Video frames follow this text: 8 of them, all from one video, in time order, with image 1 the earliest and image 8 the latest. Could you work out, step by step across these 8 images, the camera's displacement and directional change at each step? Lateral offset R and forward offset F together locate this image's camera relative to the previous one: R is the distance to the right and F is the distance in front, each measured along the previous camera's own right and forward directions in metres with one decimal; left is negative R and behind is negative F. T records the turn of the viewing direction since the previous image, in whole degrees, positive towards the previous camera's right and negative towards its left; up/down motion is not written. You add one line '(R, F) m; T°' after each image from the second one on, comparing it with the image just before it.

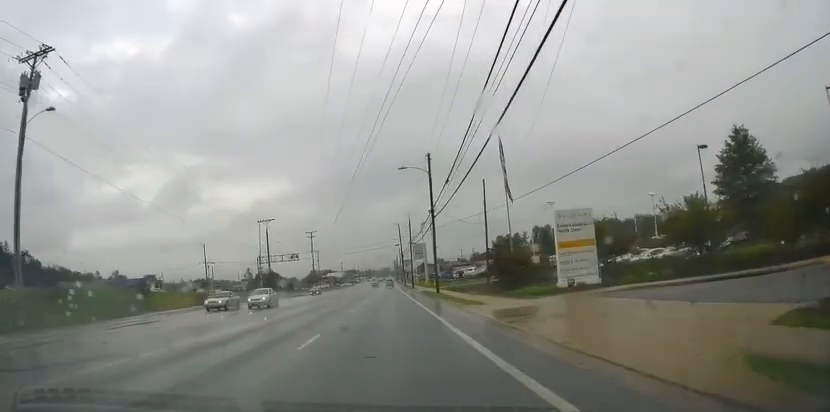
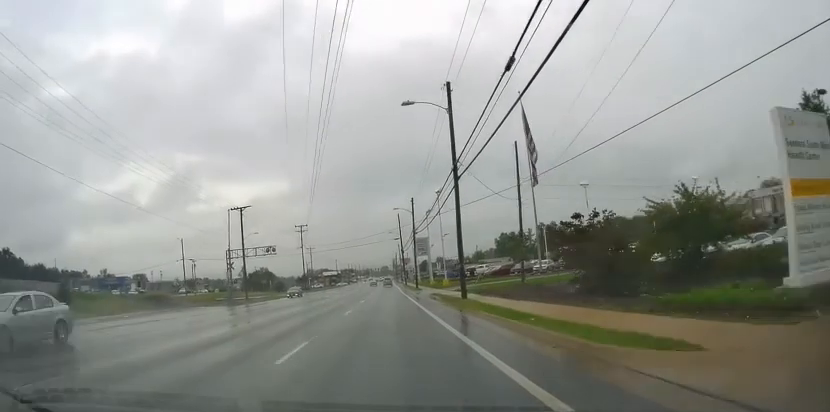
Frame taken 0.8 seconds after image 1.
(-0.3, +13.4) m; 0°
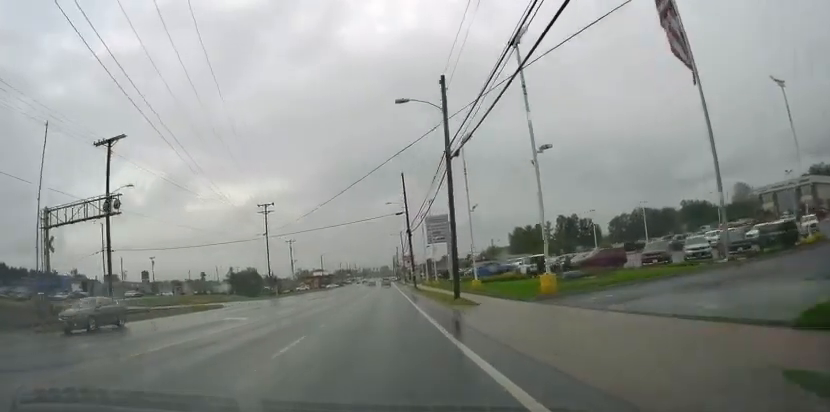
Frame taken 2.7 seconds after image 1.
(+0.5, +35.4) m; +1°
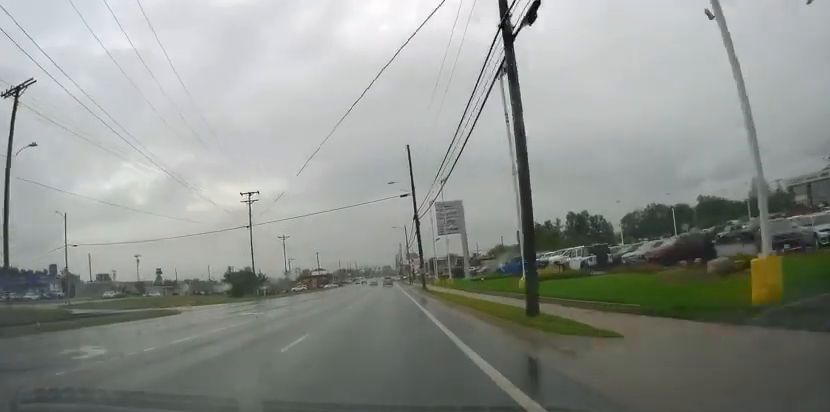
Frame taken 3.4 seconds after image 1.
(0.0, +11.7) m; 0°
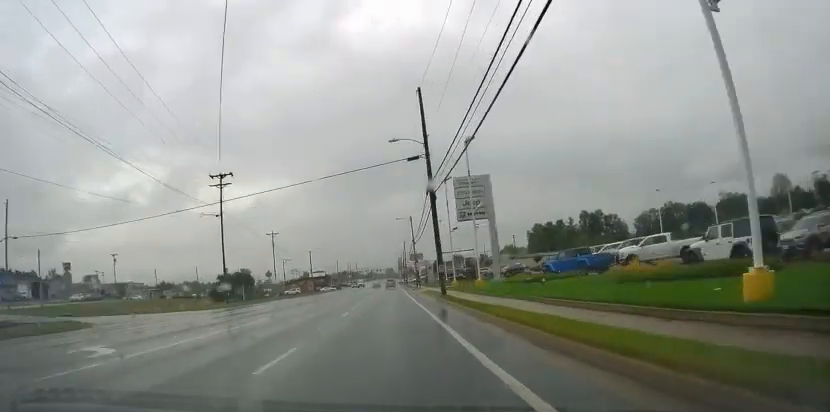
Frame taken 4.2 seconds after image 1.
(0.0, +14.6) m; 0°
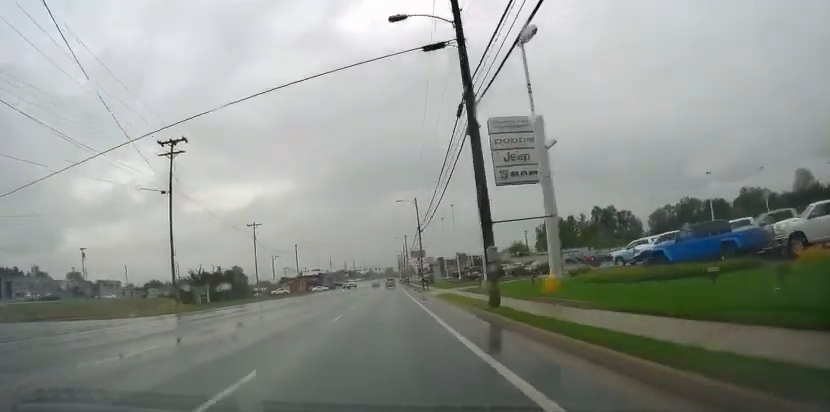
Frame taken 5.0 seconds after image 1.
(+0.3, +15.3) m; -1°
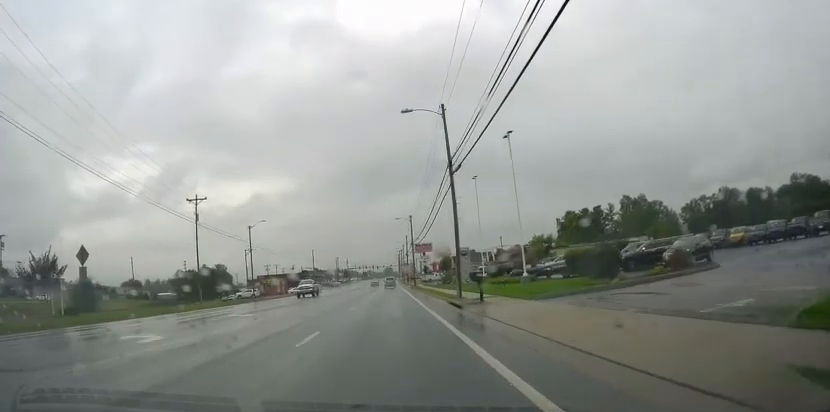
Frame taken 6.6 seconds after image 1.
(-0.7, +30.2) m; 0°
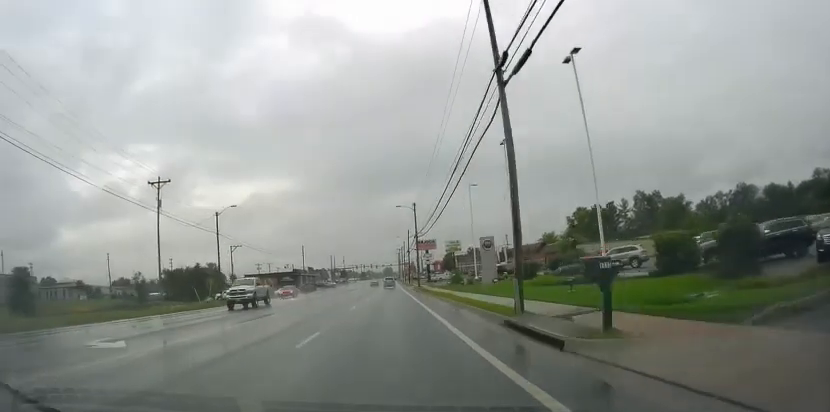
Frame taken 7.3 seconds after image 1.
(+0.1, +12.6) m; 0°
